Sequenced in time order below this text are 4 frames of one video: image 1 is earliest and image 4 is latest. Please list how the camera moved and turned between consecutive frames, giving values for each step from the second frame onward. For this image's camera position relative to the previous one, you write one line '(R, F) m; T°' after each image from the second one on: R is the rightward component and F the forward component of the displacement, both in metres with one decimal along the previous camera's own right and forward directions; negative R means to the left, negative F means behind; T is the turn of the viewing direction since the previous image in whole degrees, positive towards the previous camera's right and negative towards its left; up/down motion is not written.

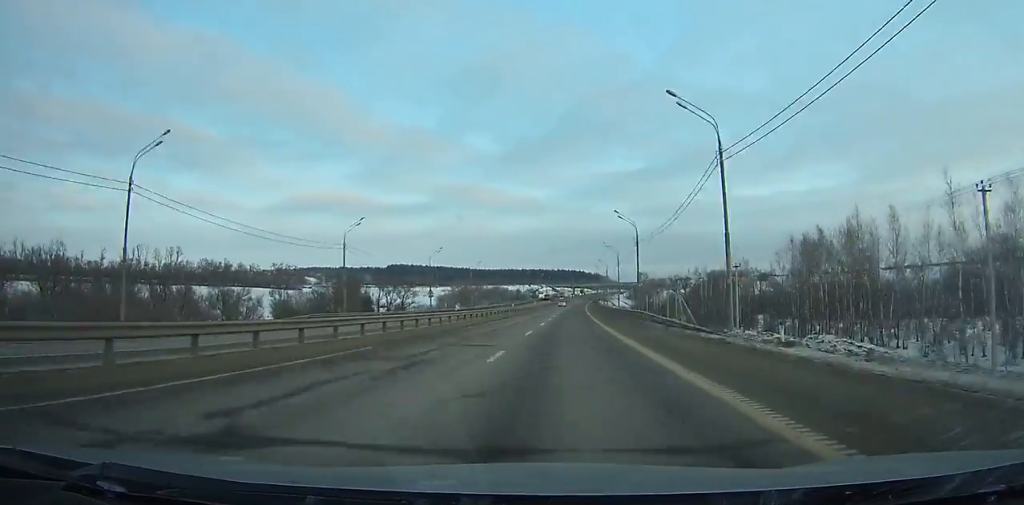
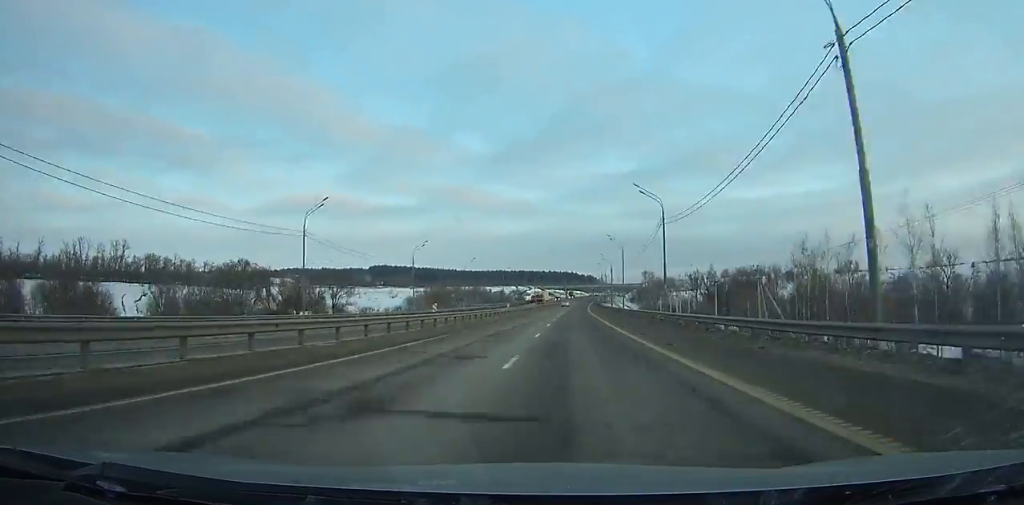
(-0.3, +47.2) m; +1°
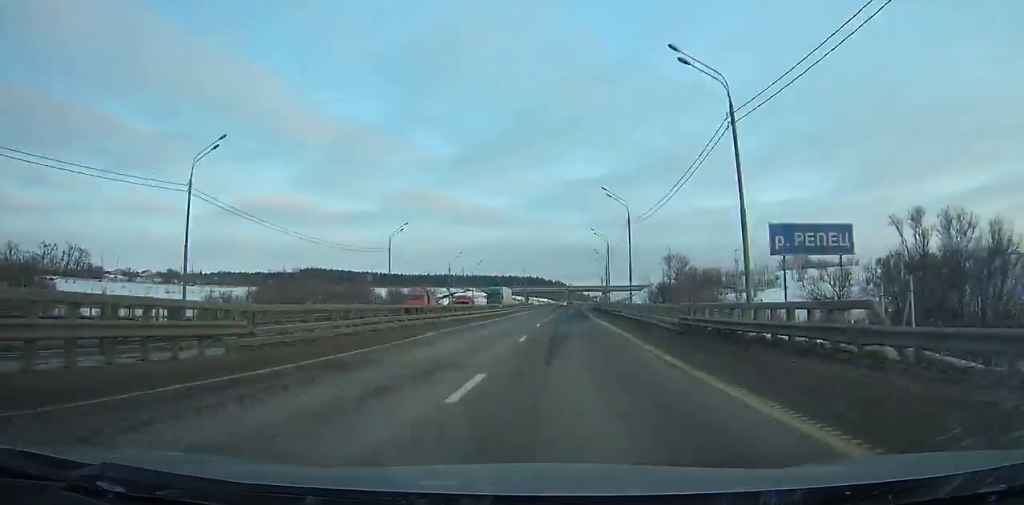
(+4.0, +129.6) m; +3°
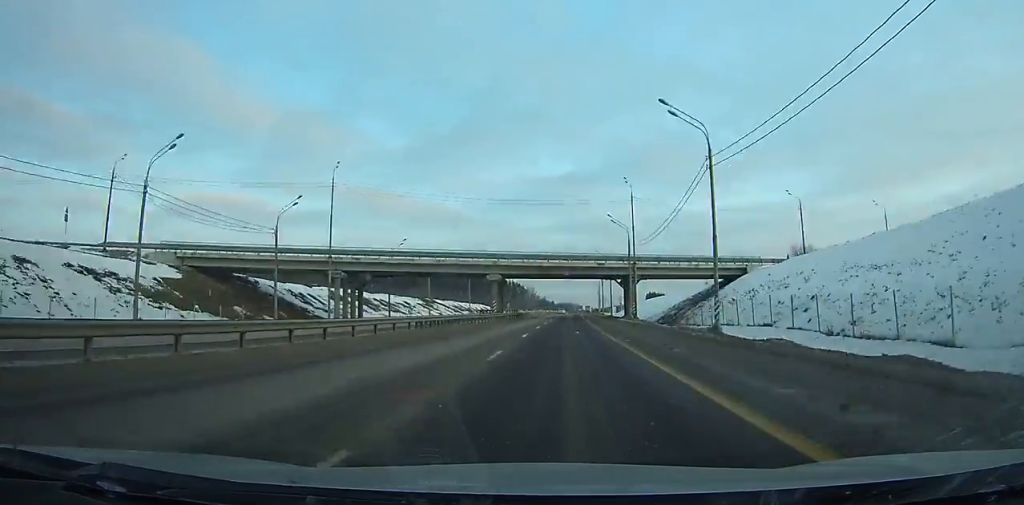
(+6.1, +178.5) m; +4°
